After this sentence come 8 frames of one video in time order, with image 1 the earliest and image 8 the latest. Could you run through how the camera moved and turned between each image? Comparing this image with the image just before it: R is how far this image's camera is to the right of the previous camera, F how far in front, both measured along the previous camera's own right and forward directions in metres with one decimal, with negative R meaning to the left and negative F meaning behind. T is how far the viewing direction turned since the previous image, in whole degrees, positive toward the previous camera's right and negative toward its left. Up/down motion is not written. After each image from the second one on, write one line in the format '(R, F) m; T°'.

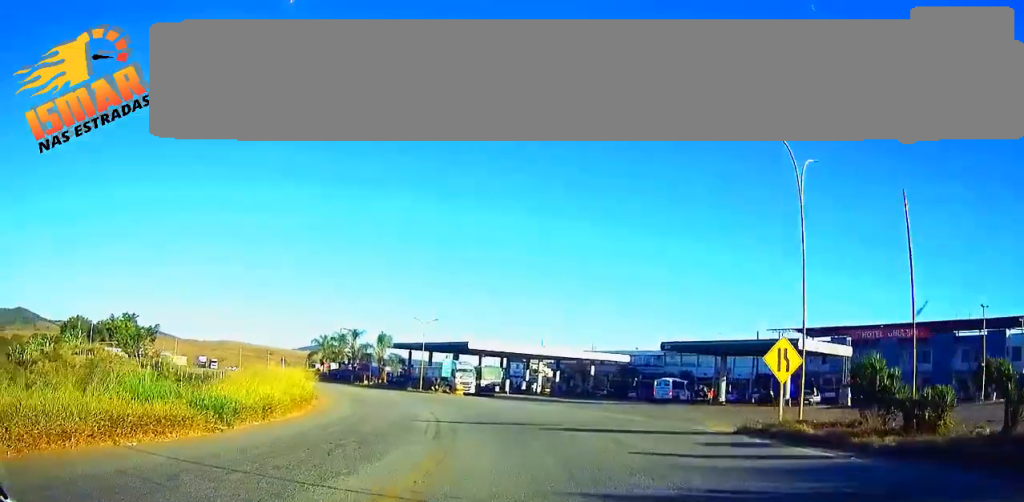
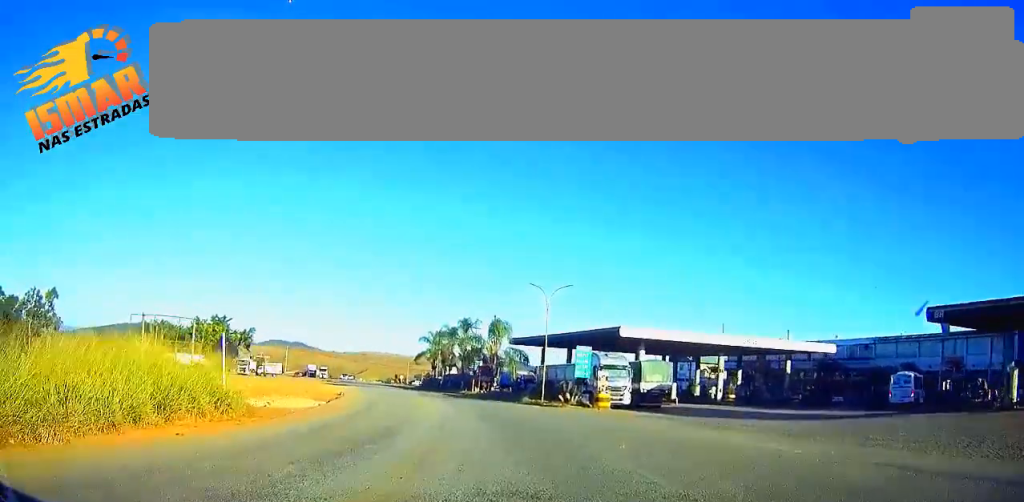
(-3.8, +30.7) m; -14°
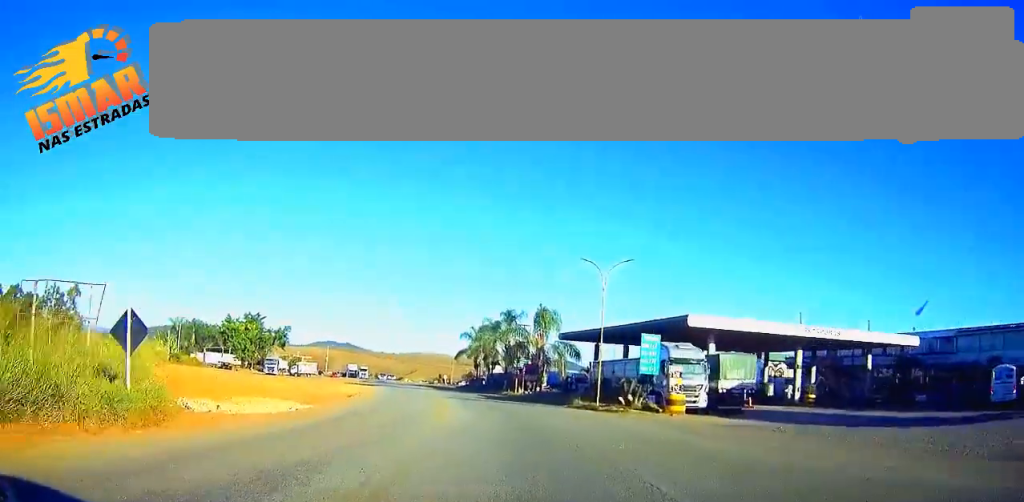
(-0.2, +9.9) m; -4°
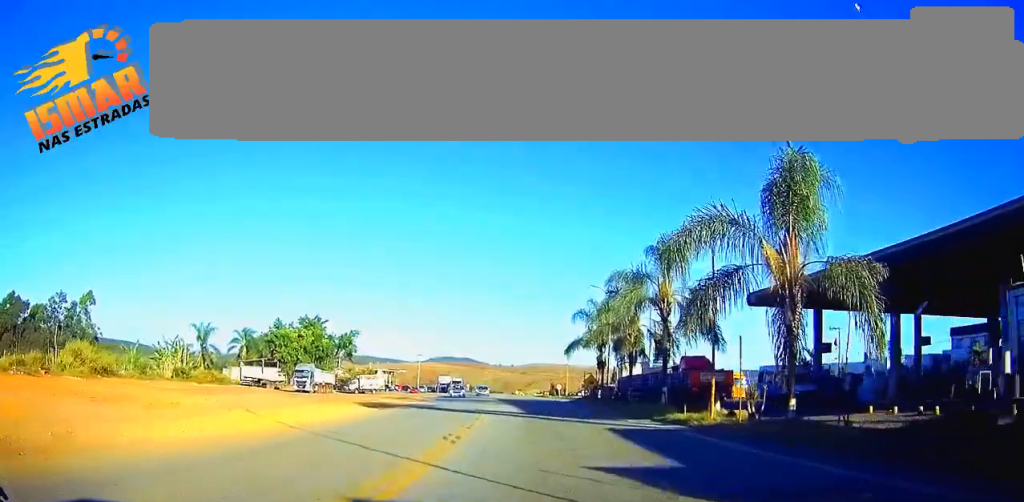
(-4.3, +40.6) m; -9°
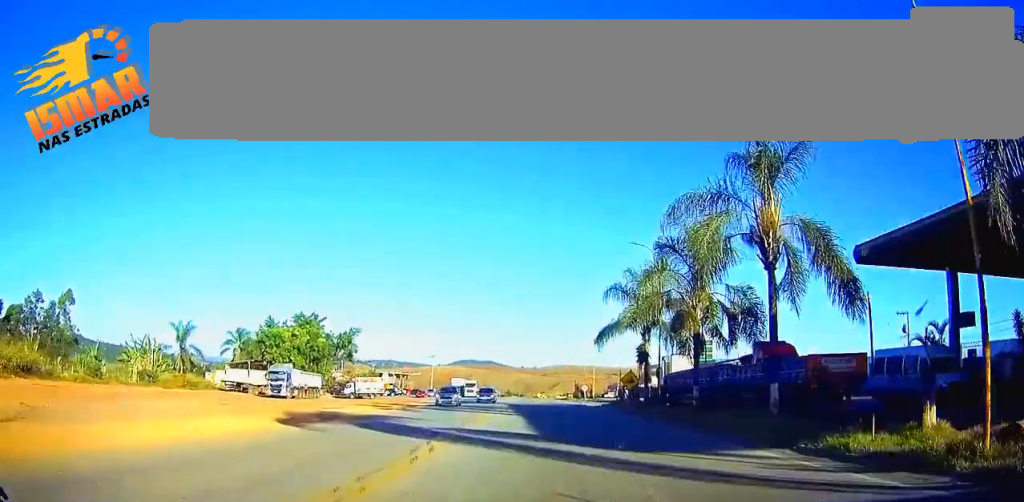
(-0.1, +15.9) m; -1°
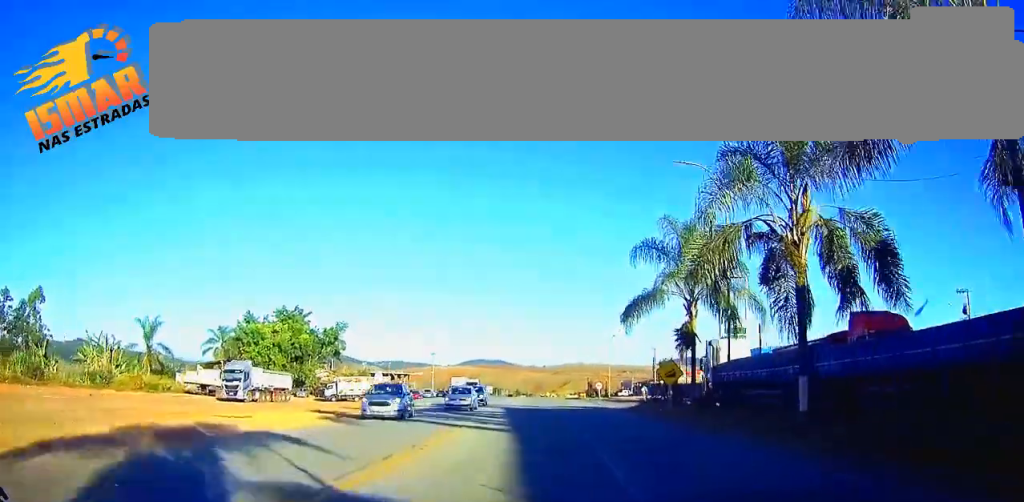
(-0.1, +13.4) m; -1°
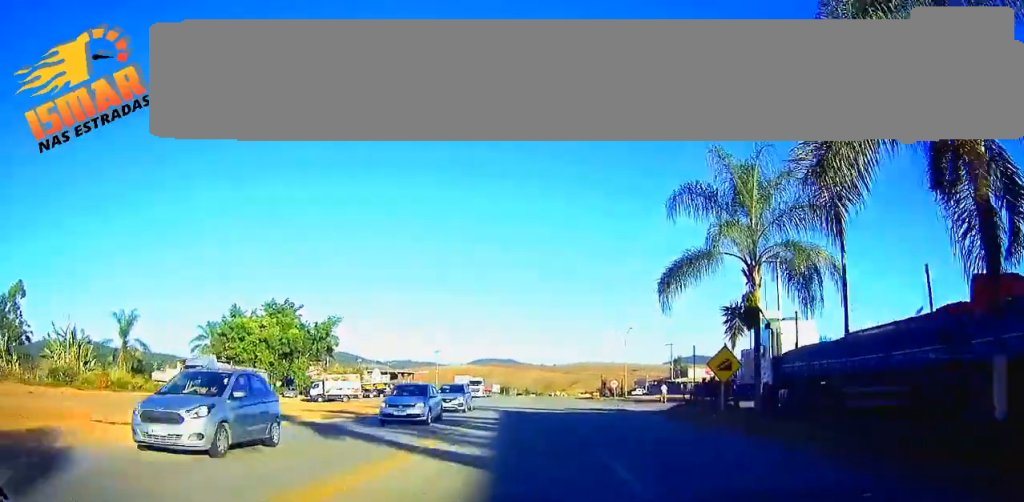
(-0.1, +9.3) m; -1°
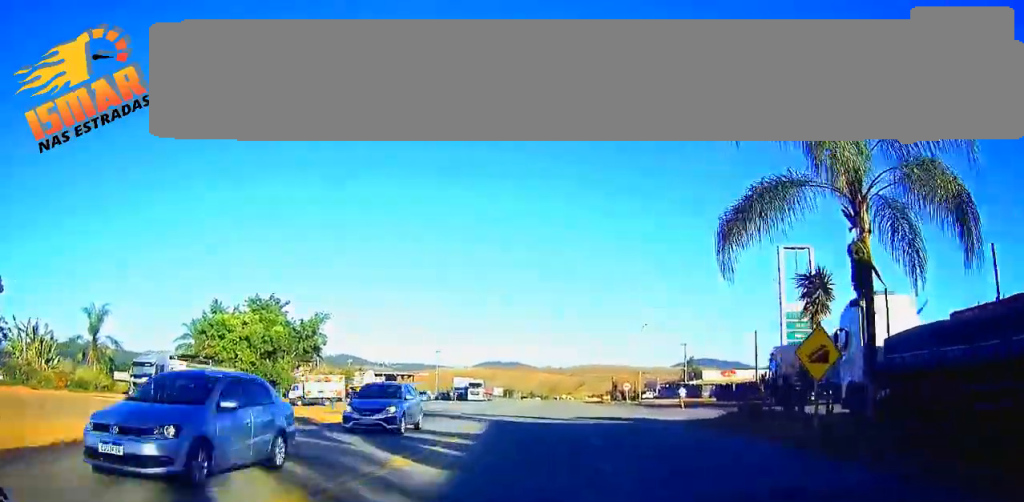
(0.0, +8.8) m; -1°
